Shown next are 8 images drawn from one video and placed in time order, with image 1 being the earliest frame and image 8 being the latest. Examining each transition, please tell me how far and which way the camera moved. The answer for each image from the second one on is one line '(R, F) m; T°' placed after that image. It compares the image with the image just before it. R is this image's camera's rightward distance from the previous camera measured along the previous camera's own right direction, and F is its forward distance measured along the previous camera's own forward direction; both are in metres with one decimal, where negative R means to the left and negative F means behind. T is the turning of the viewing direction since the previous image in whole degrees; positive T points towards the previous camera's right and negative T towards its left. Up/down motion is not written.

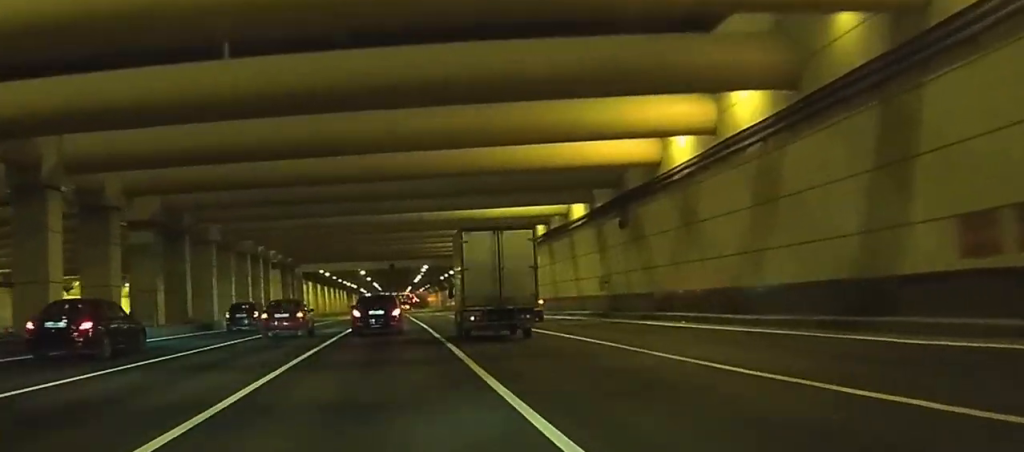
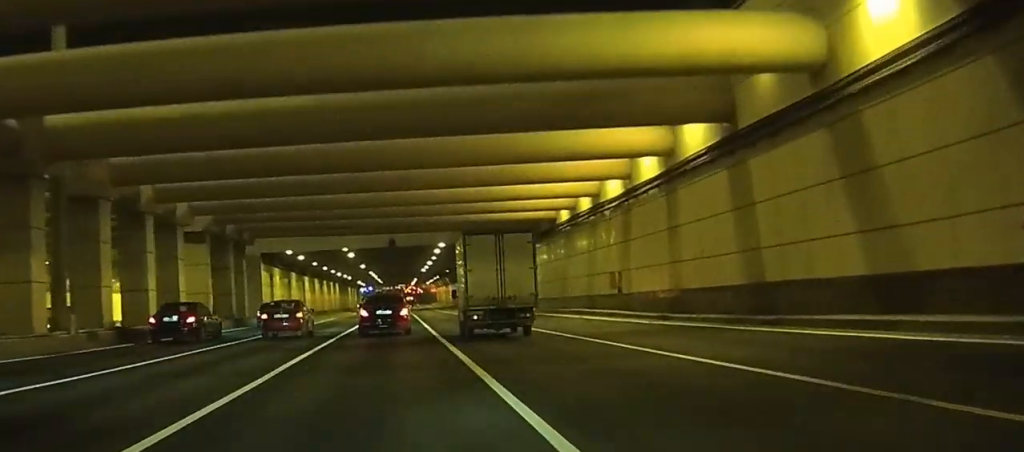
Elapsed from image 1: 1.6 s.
(+0.3, +27.7) m; +1°
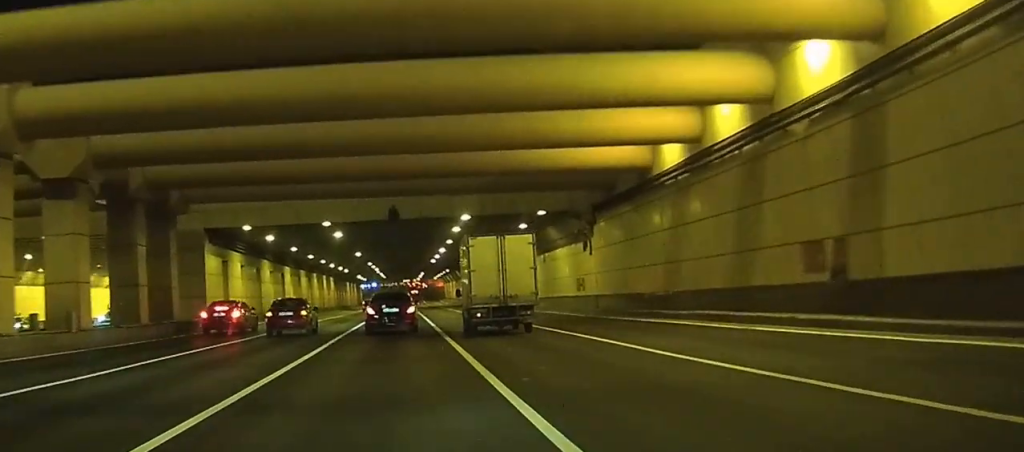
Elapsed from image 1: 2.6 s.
(-0.1, +18.1) m; -1°
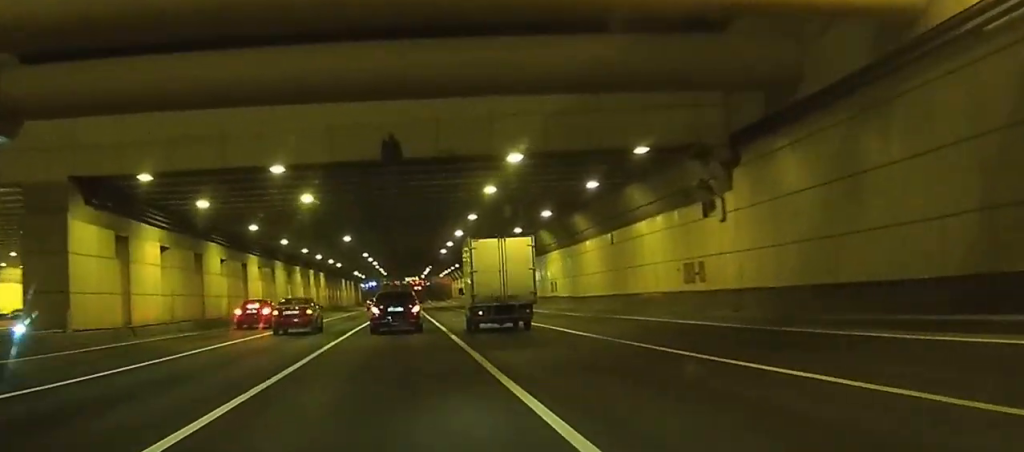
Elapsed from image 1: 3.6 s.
(-0.2, +20.2) m; -1°
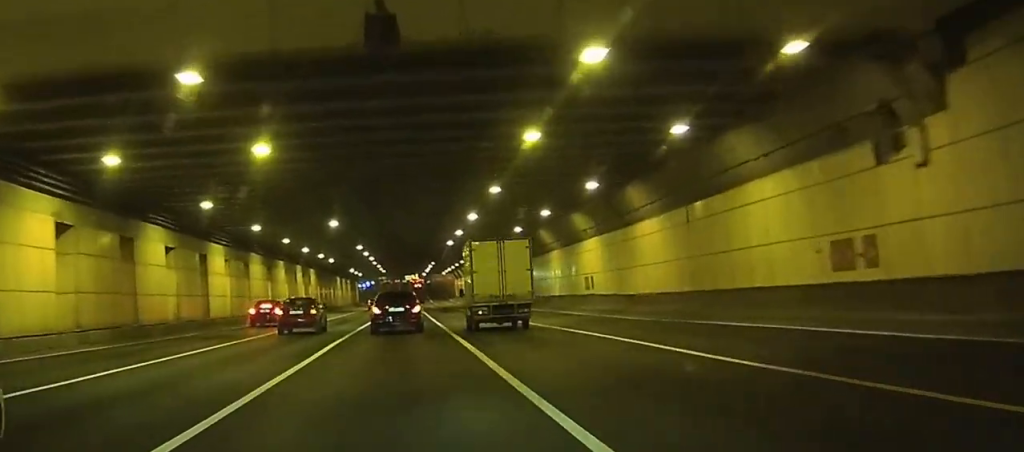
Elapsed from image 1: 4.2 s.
(0.0, +12.9) m; 0°
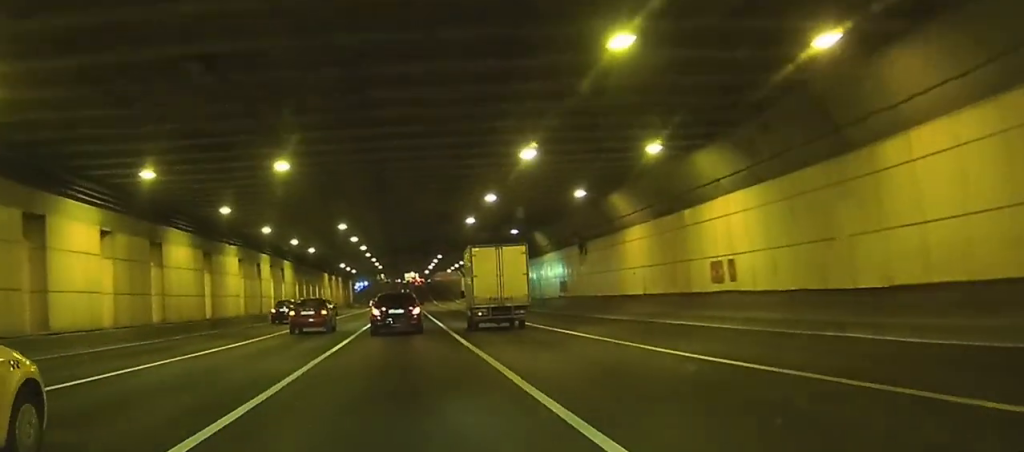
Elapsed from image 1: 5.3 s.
(-0.1, +23.2) m; 0°
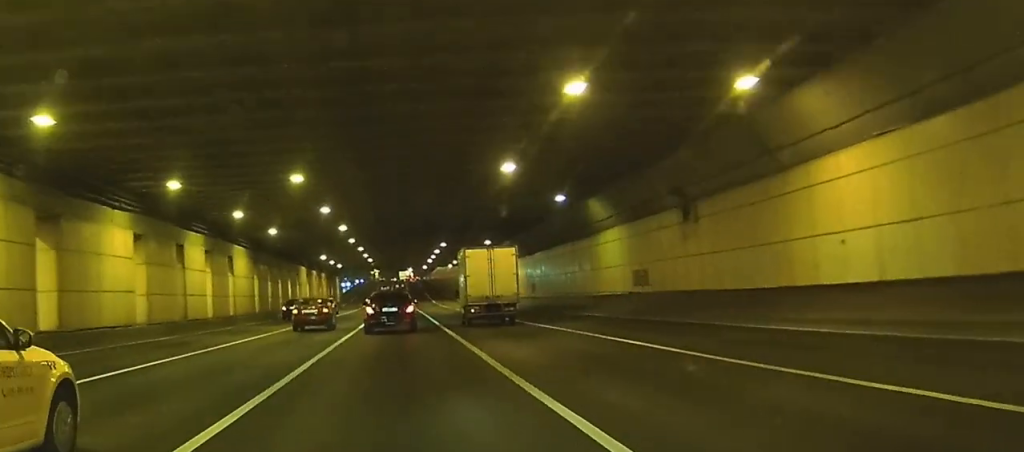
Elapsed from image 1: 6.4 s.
(-0.1, +21.4) m; 0°
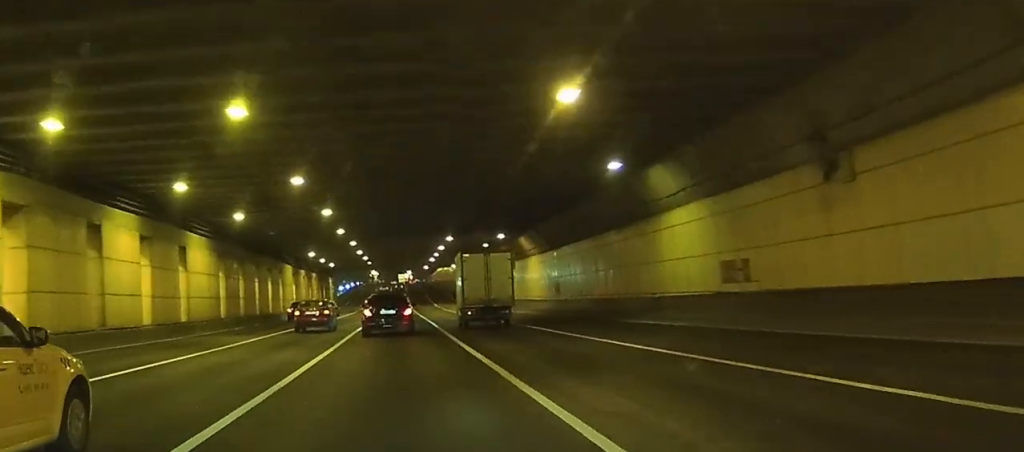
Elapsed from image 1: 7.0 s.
(0.0, +11.7) m; 0°
